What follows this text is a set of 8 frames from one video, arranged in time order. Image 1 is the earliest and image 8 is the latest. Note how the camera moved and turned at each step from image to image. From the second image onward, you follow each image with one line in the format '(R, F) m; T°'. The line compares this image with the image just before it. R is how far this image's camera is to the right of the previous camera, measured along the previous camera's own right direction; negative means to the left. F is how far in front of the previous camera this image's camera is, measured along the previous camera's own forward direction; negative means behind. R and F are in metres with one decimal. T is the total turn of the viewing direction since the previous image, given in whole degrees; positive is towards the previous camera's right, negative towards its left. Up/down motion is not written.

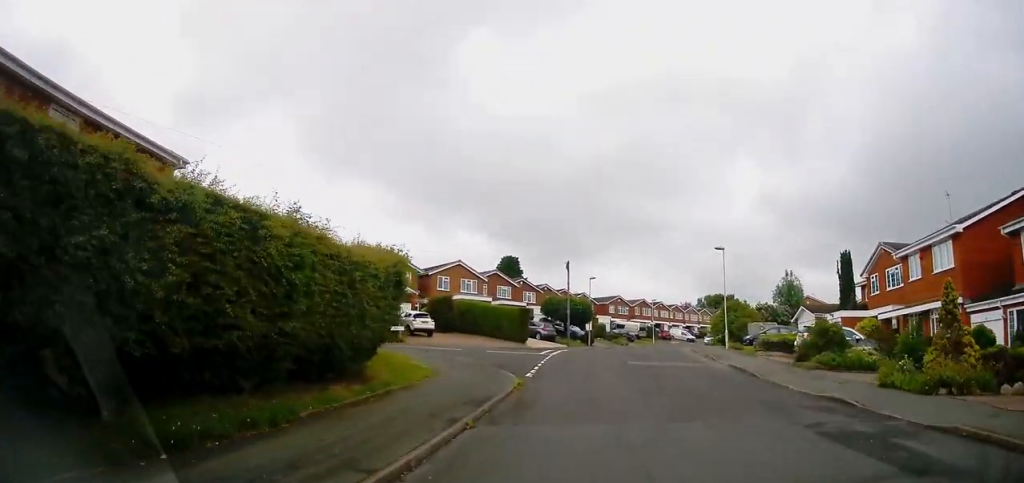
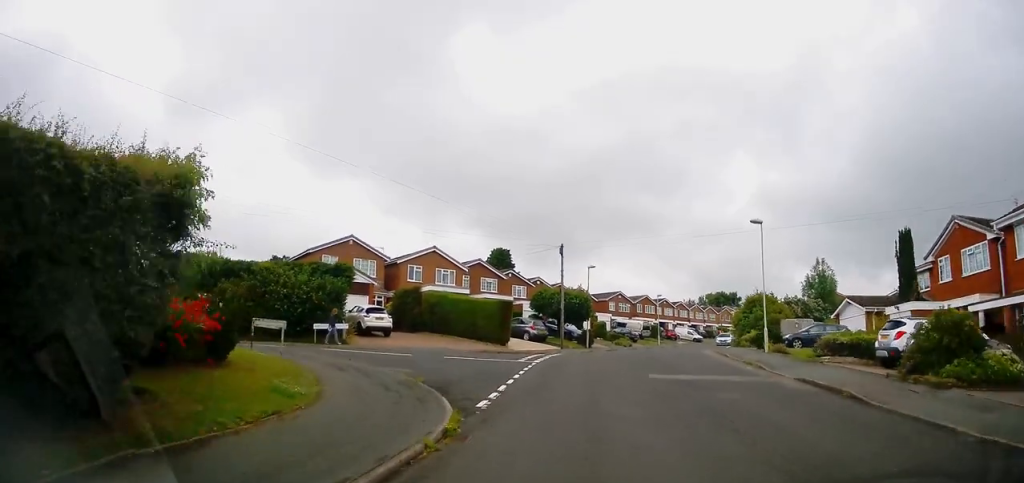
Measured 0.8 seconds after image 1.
(-0.3, +8.3) m; +1°
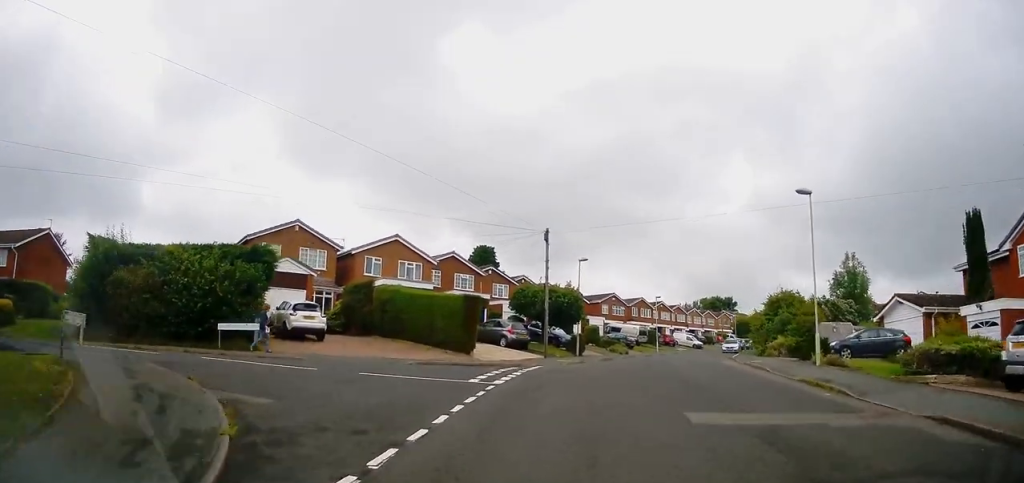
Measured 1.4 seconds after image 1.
(+0.3, +7.5) m; +3°
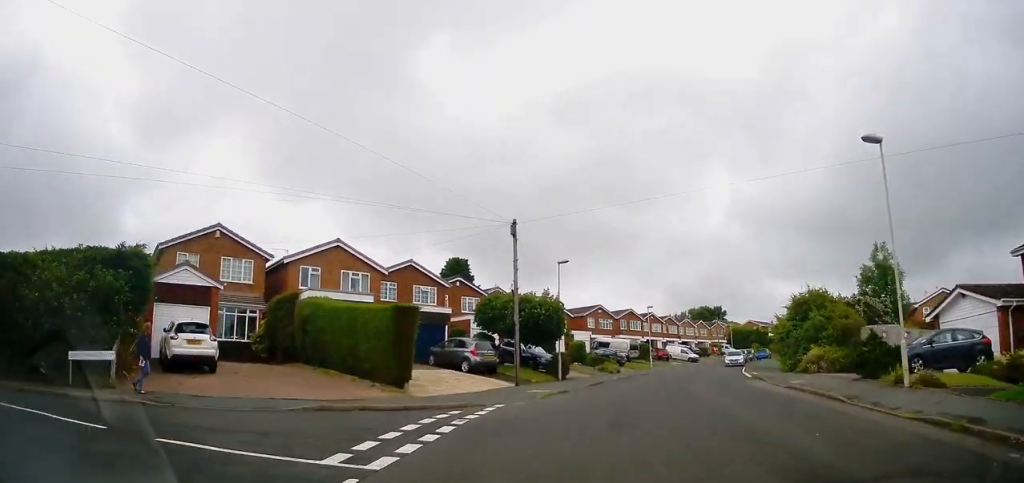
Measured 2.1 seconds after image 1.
(+0.2, +7.0) m; +2°
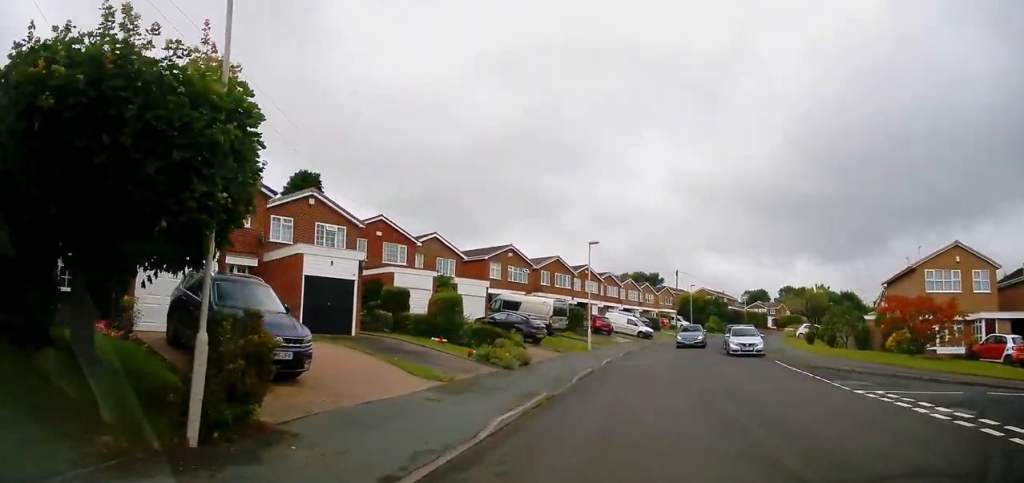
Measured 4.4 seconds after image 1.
(+0.7, +24.5) m; +6°
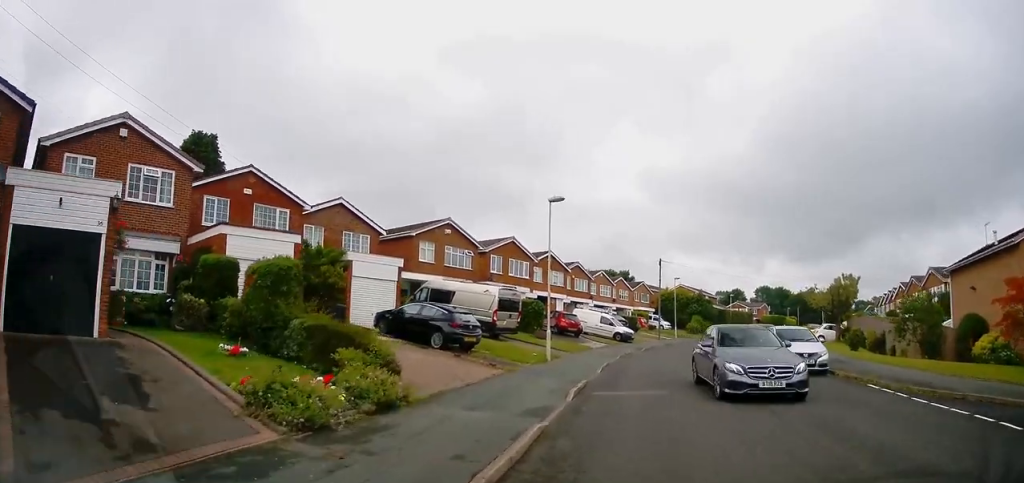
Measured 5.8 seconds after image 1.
(+0.4, +12.2) m; +1°
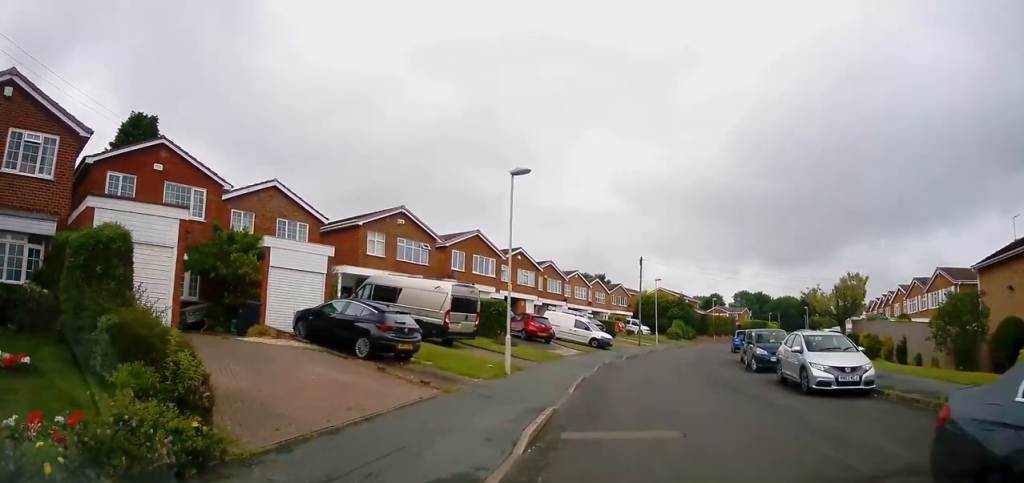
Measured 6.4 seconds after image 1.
(0.0, +4.9) m; +2°
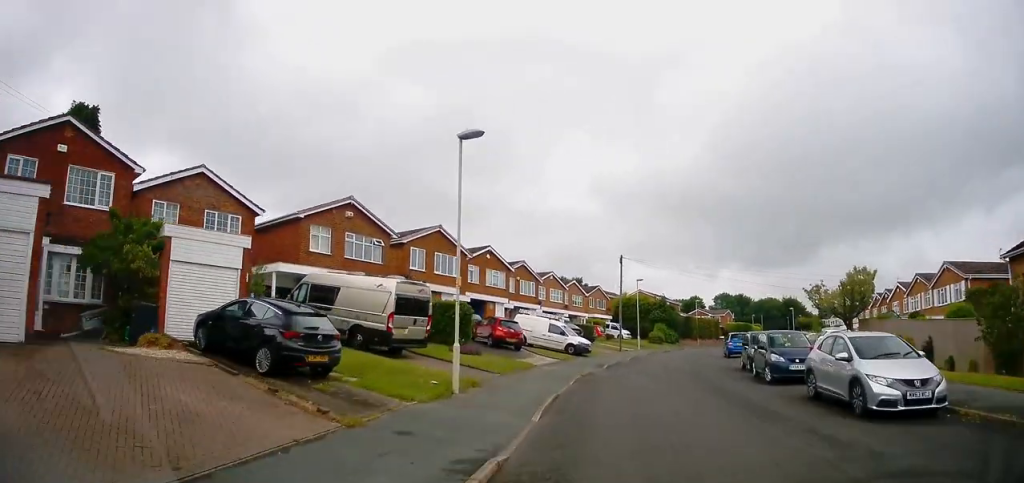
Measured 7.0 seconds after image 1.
(-0.1, +3.9) m; +2°
